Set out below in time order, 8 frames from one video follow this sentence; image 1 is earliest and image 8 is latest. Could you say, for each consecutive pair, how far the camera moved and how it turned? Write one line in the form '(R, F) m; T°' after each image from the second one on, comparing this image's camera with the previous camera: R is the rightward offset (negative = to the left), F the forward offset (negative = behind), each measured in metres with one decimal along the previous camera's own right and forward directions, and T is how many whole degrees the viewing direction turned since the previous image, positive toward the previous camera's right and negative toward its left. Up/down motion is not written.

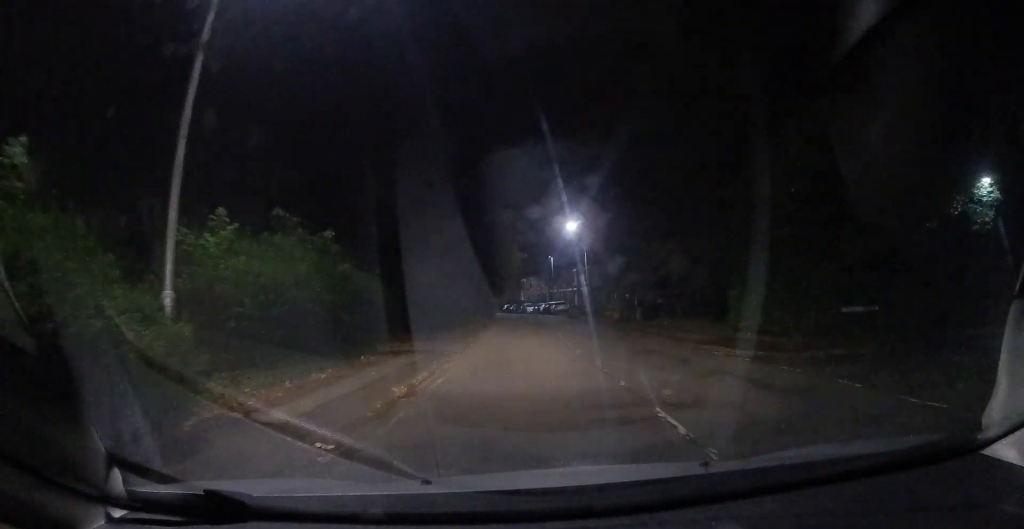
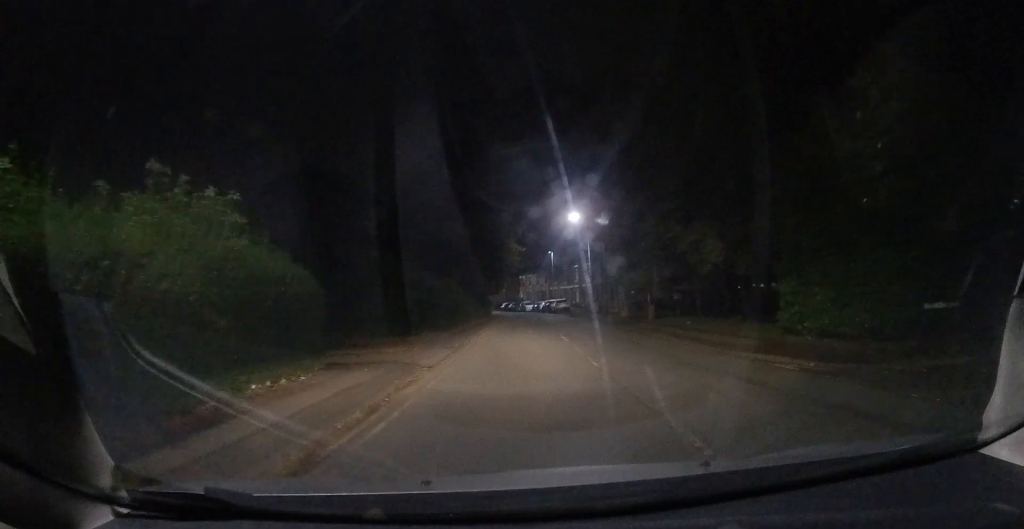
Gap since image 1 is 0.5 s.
(0.0, +3.9) m; 0°
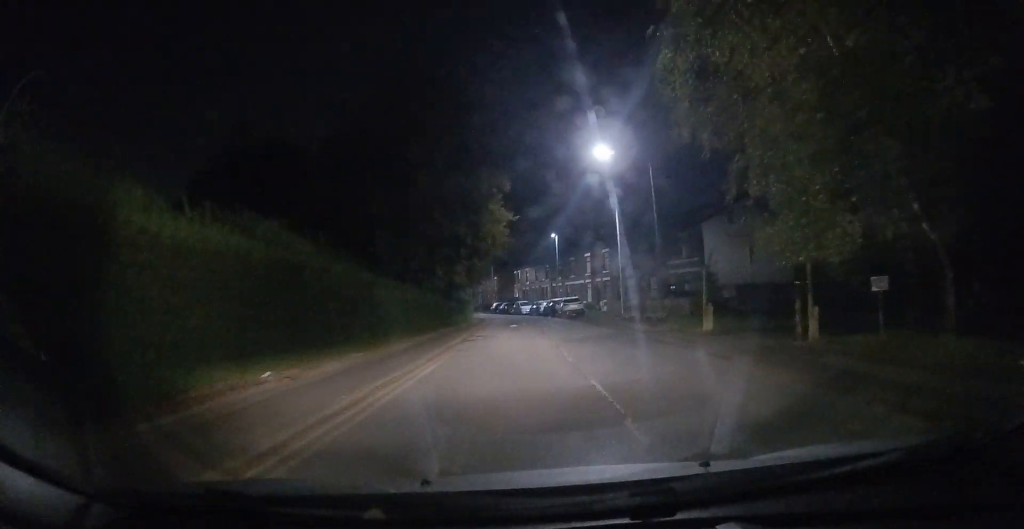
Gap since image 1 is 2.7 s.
(+0.4, +17.7) m; +2°
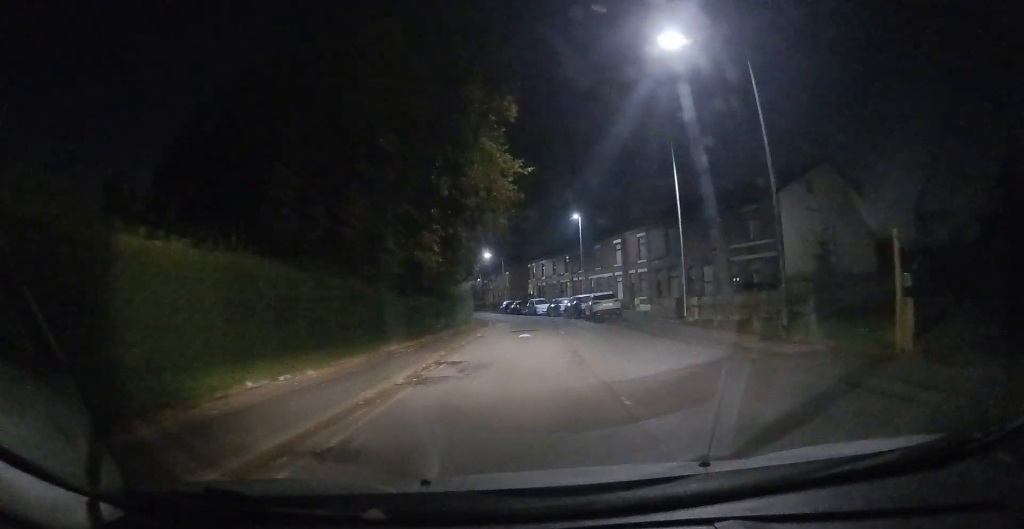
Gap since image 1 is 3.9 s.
(-0.3, +10.6) m; -3°
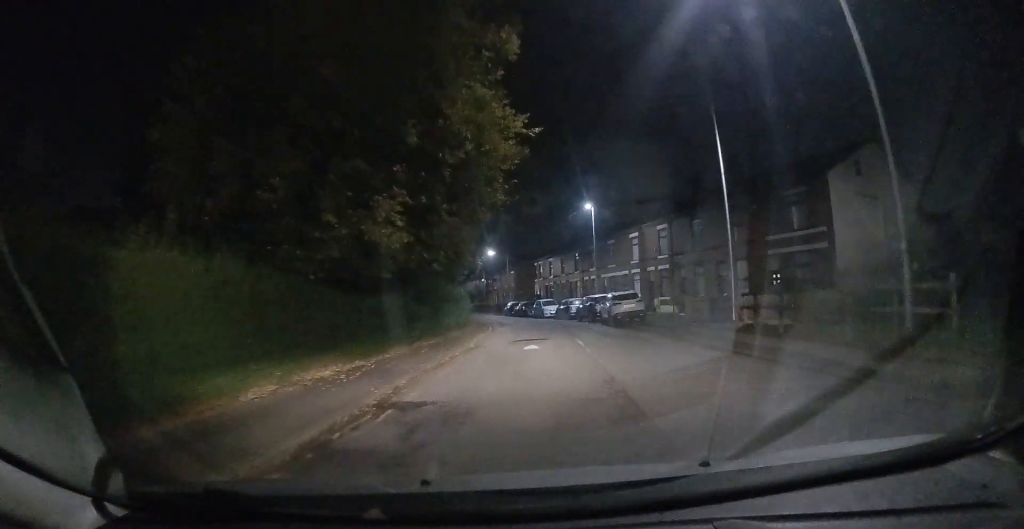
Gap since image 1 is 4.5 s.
(0.0, +5.0) m; 0°
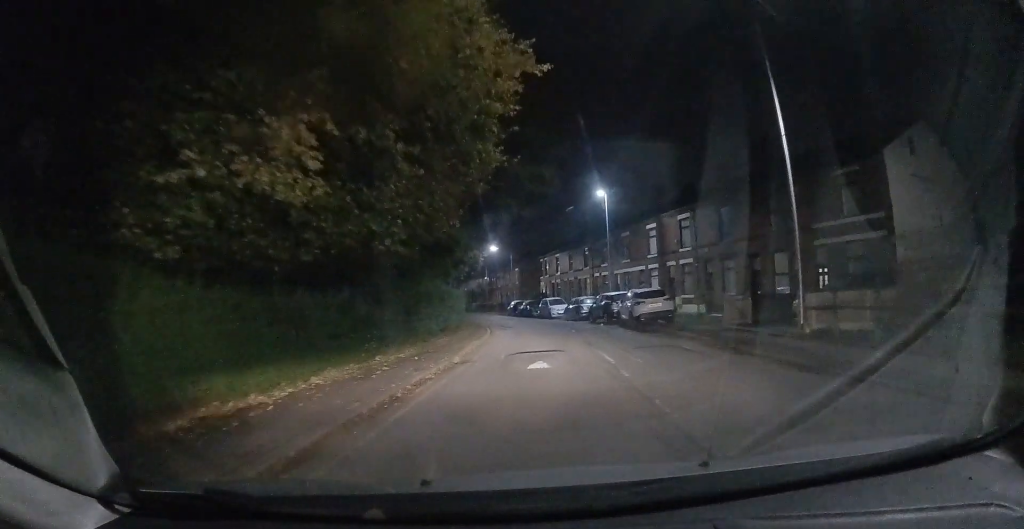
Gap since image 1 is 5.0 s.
(0.0, +4.8) m; 0°
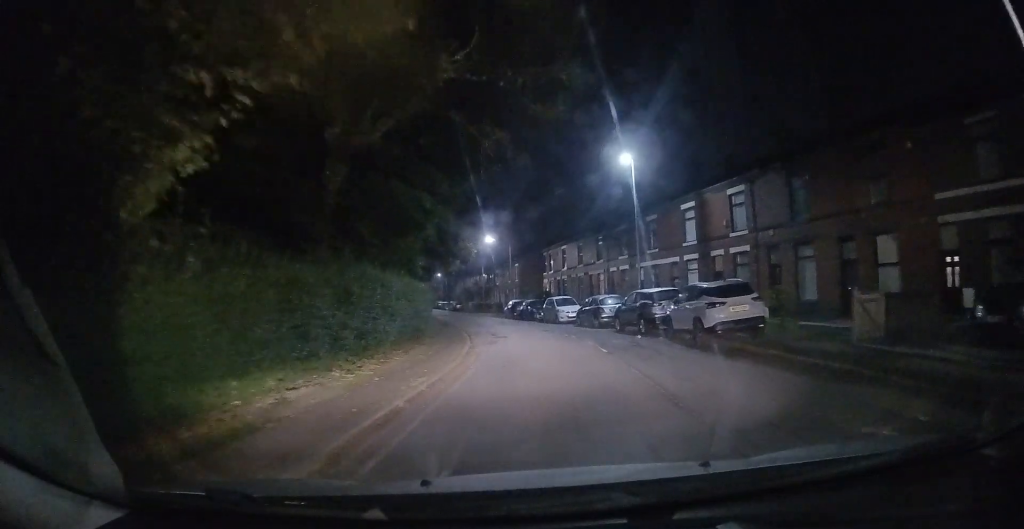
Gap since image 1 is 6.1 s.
(+0.1, +9.4) m; +1°
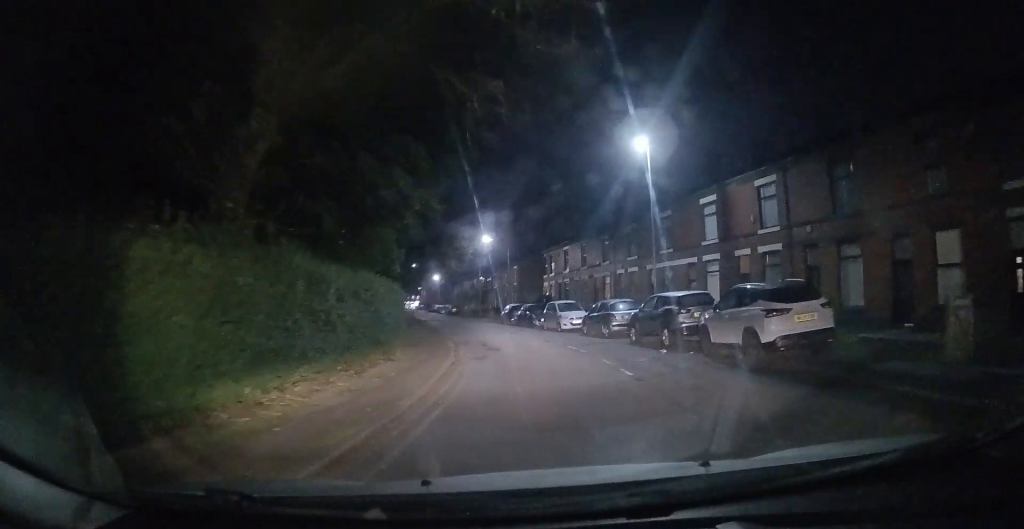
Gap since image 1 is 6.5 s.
(0.0, +3.5) m; -1°
